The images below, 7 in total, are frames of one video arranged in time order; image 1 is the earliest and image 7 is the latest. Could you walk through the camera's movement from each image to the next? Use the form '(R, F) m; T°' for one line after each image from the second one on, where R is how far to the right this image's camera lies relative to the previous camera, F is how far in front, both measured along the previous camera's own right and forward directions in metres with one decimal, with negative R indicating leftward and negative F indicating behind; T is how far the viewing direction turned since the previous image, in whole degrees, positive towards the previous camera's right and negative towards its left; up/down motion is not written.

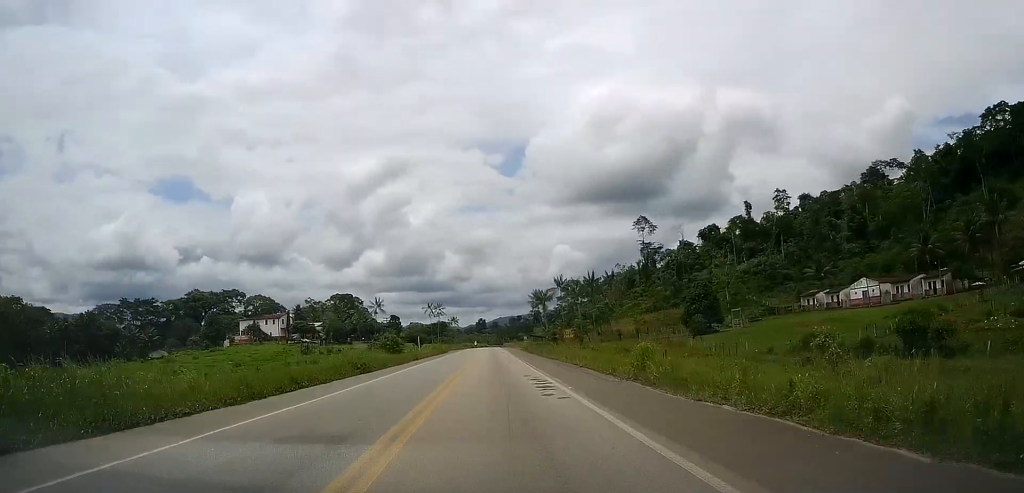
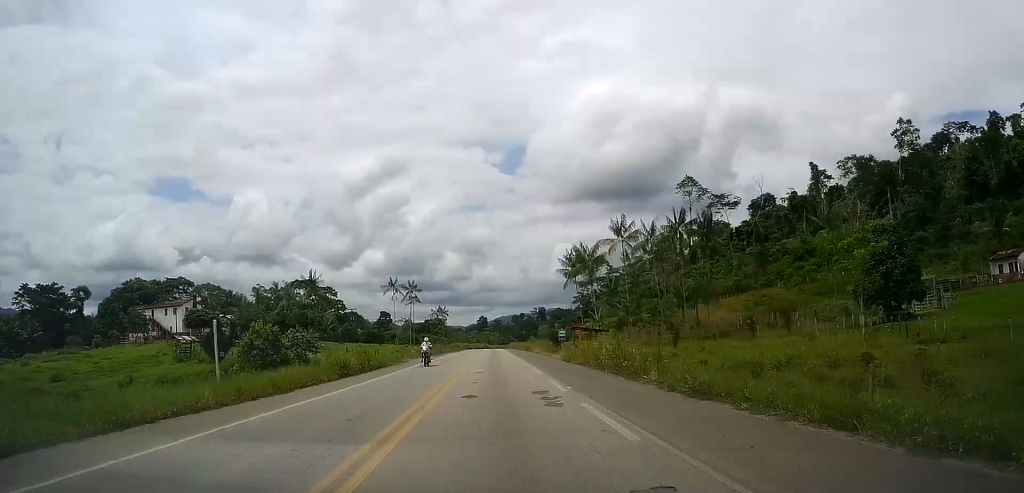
(-0.7, +54.9) m; -1°
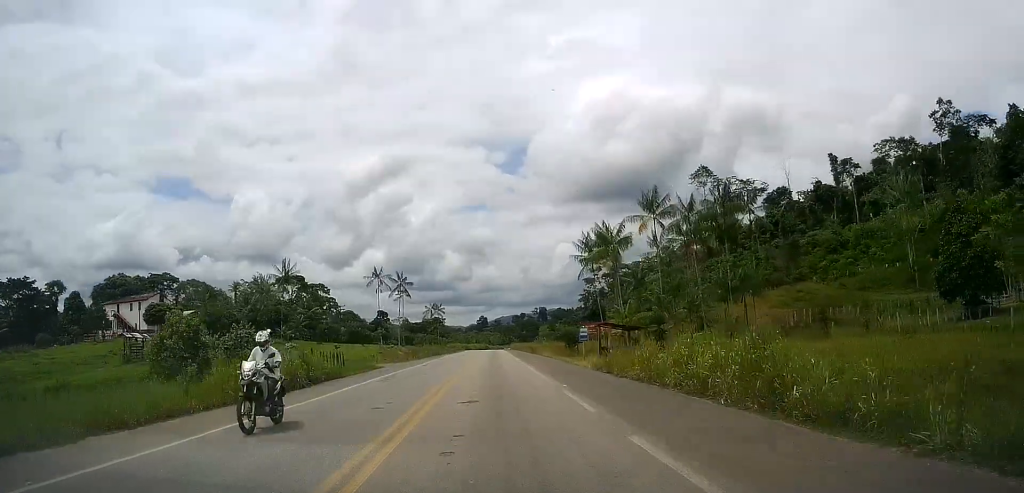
(0.0, +12.4) m; 0°
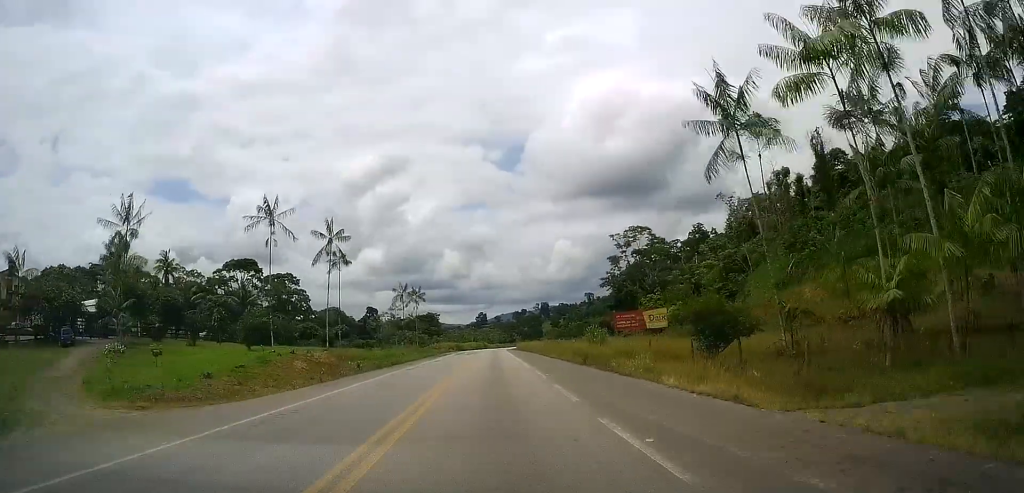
(+0.3, +37.5) m; +1°
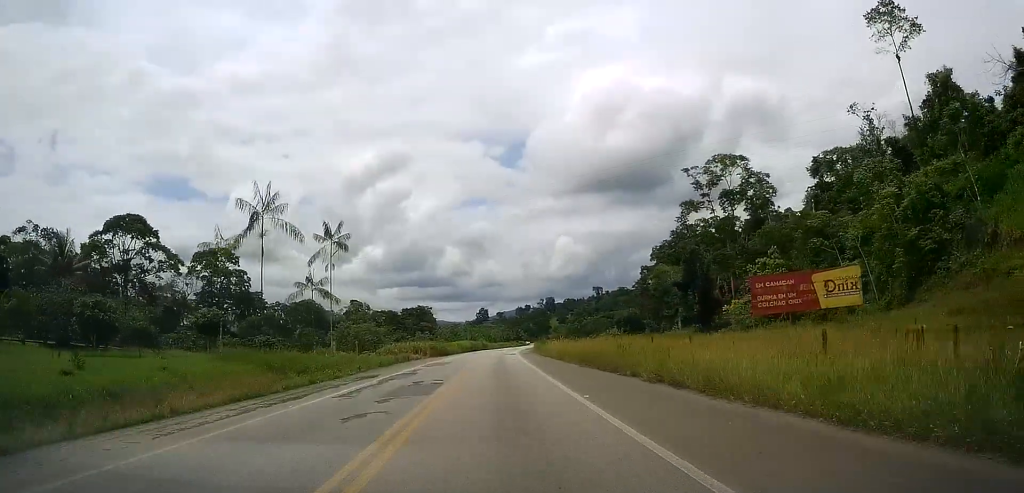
(-0.4, +52.5) m; -1°
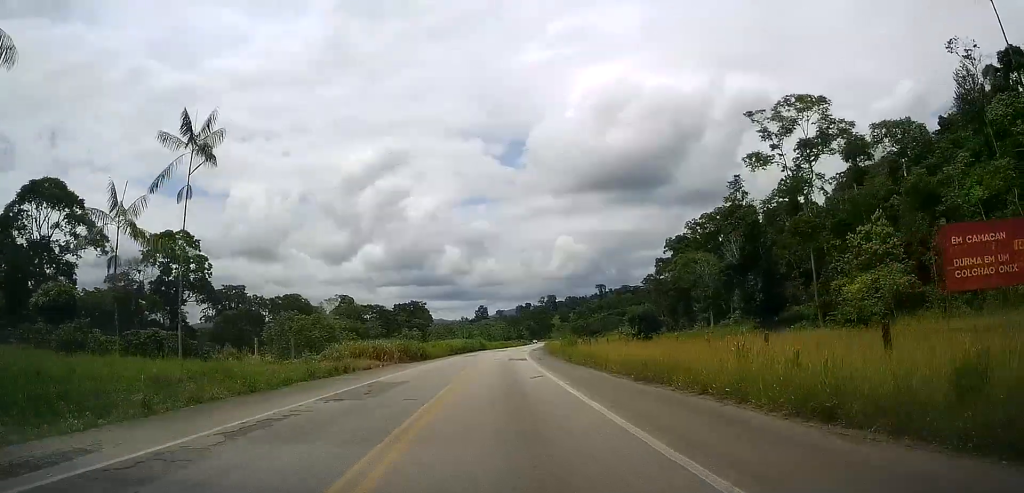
(0.0, +22.7) m; 0°
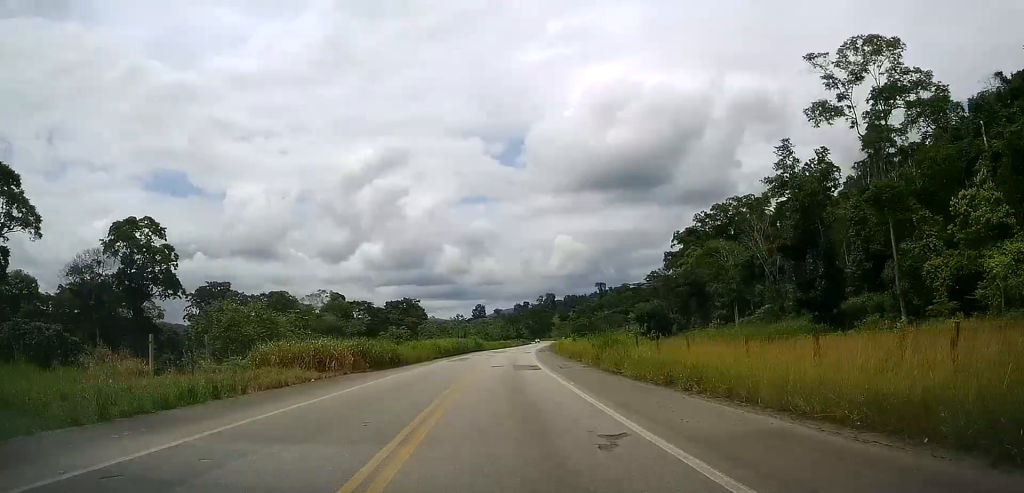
(+0.1, +14.7) m; 0°
